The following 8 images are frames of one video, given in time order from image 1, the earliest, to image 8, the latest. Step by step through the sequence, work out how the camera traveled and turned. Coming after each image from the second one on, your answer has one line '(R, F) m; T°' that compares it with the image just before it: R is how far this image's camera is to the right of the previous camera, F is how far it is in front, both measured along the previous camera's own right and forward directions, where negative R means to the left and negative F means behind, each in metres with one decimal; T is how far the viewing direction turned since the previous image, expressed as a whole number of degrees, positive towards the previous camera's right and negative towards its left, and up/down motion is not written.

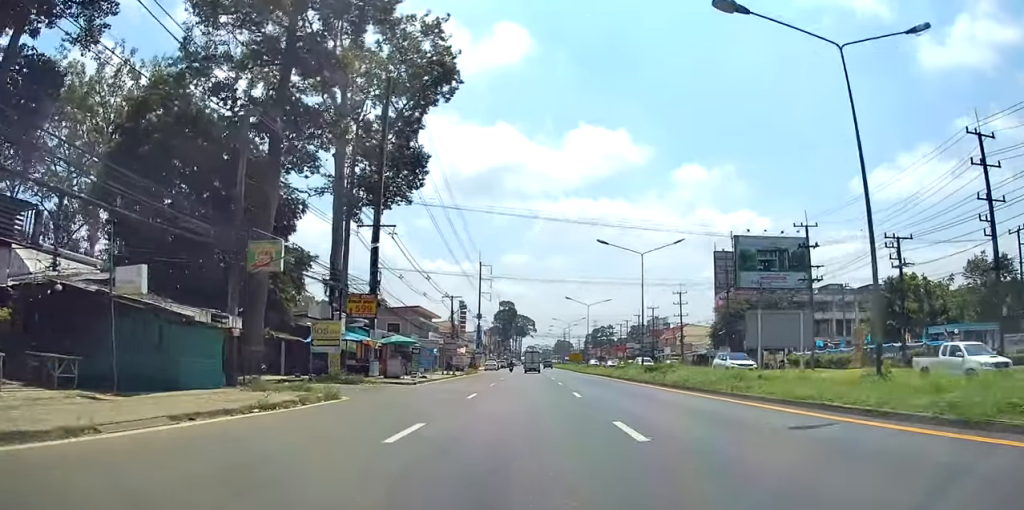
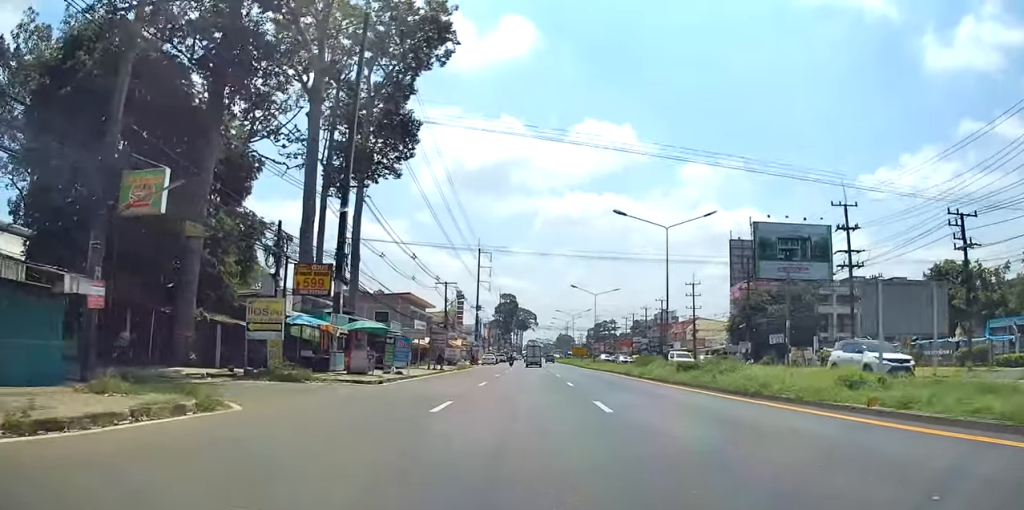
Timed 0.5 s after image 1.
(0.0, +7.8) m; 0°
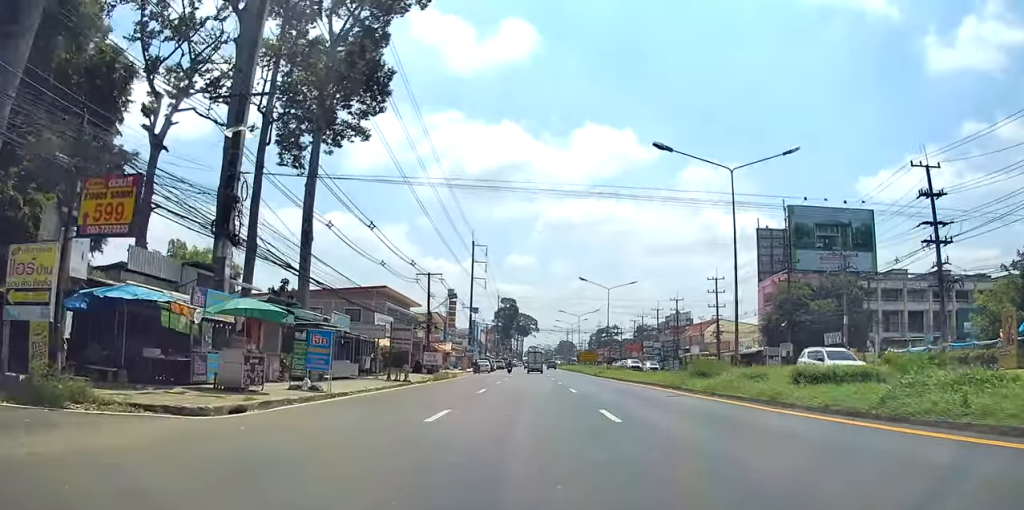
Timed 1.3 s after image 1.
(+0.1, +12.8) m; 0°
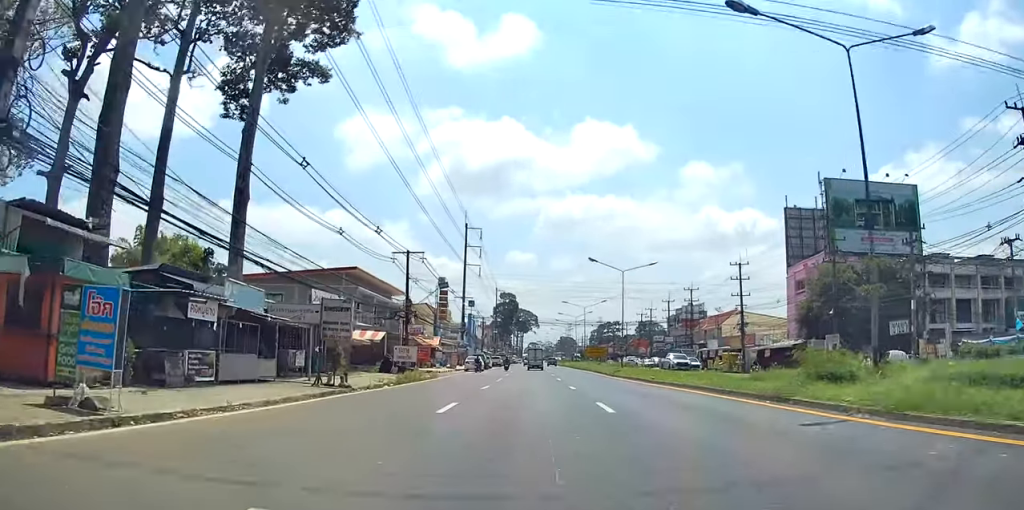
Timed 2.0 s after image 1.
(-0.1, +11.1) m; 0°
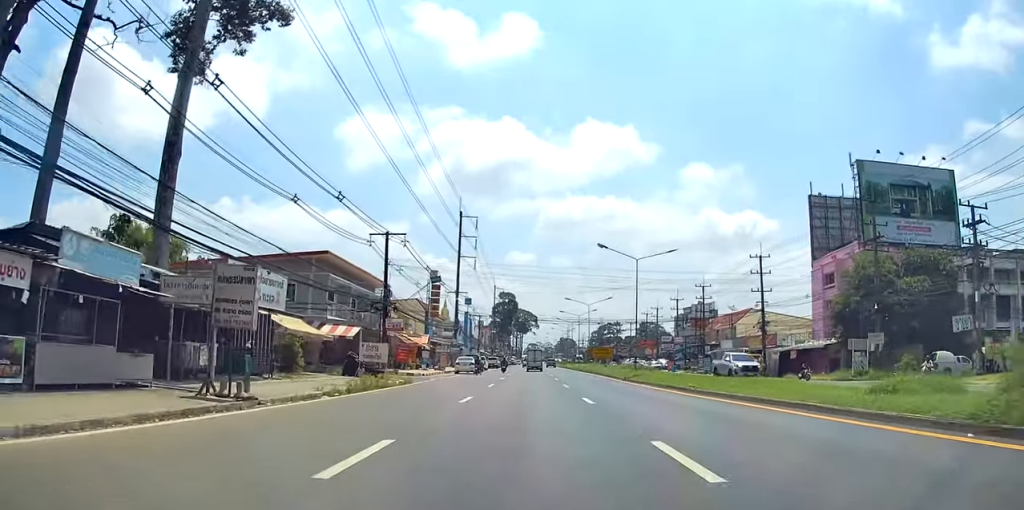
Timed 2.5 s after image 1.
(0.0, +7.7) m; 0°
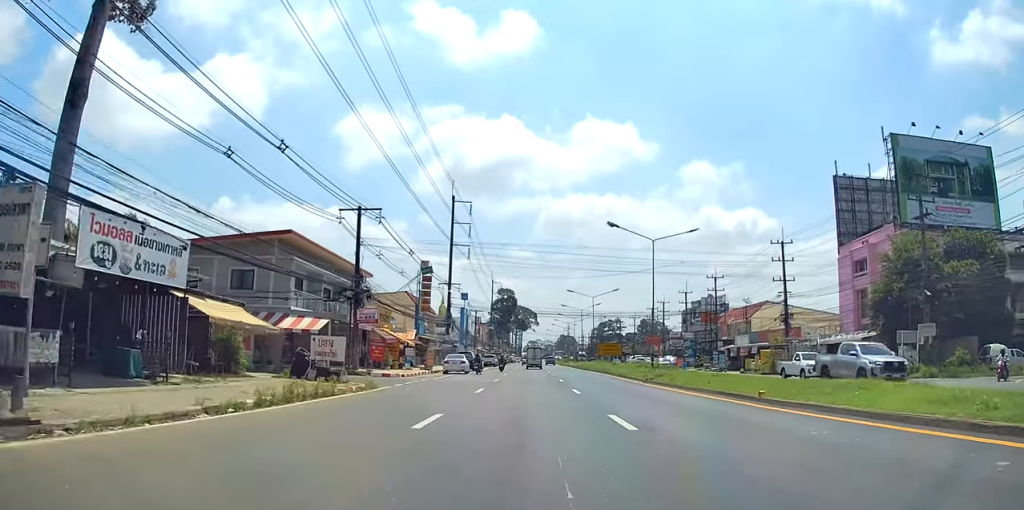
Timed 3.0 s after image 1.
(0.0, +6.9) m; 0°
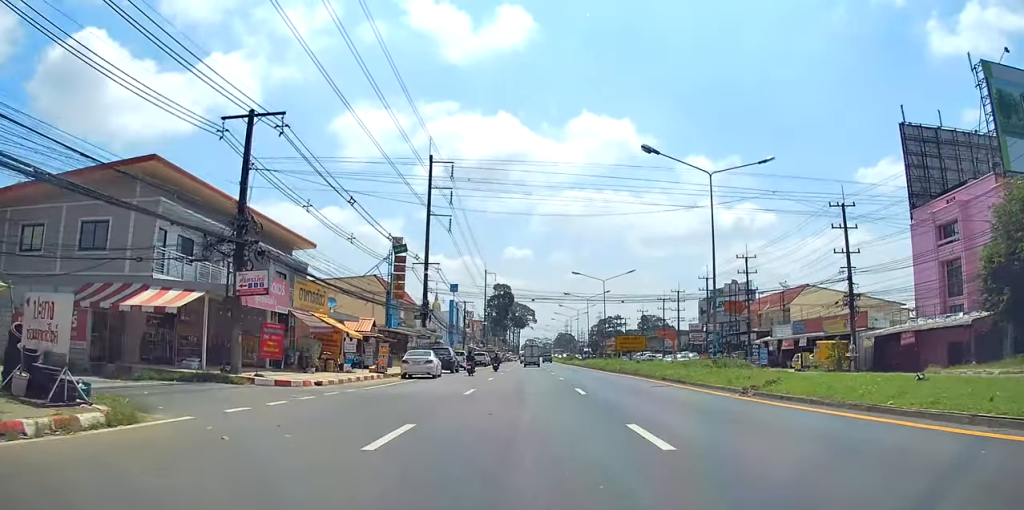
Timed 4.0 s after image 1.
(+0.1, +15.6) m; -1°
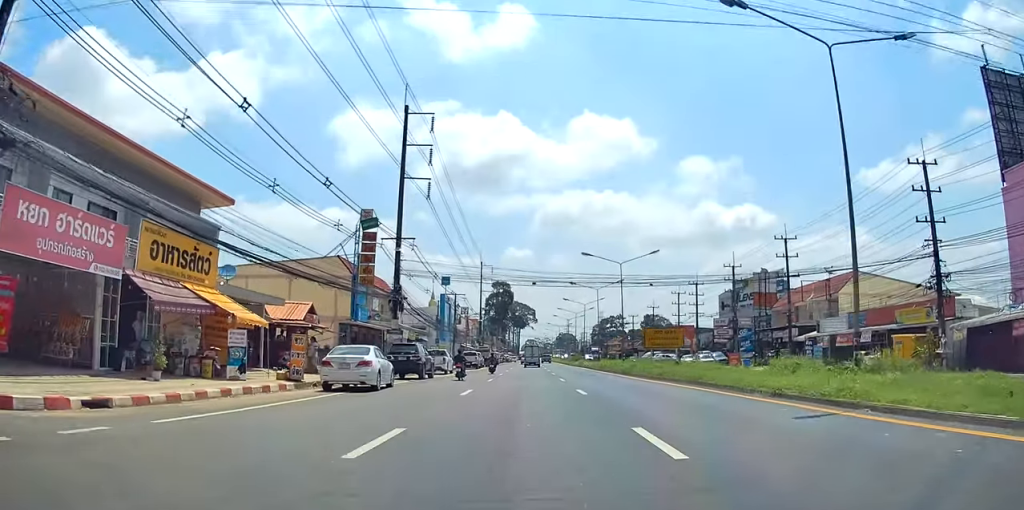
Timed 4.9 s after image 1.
(-0.3, +13.1) m; -2°
